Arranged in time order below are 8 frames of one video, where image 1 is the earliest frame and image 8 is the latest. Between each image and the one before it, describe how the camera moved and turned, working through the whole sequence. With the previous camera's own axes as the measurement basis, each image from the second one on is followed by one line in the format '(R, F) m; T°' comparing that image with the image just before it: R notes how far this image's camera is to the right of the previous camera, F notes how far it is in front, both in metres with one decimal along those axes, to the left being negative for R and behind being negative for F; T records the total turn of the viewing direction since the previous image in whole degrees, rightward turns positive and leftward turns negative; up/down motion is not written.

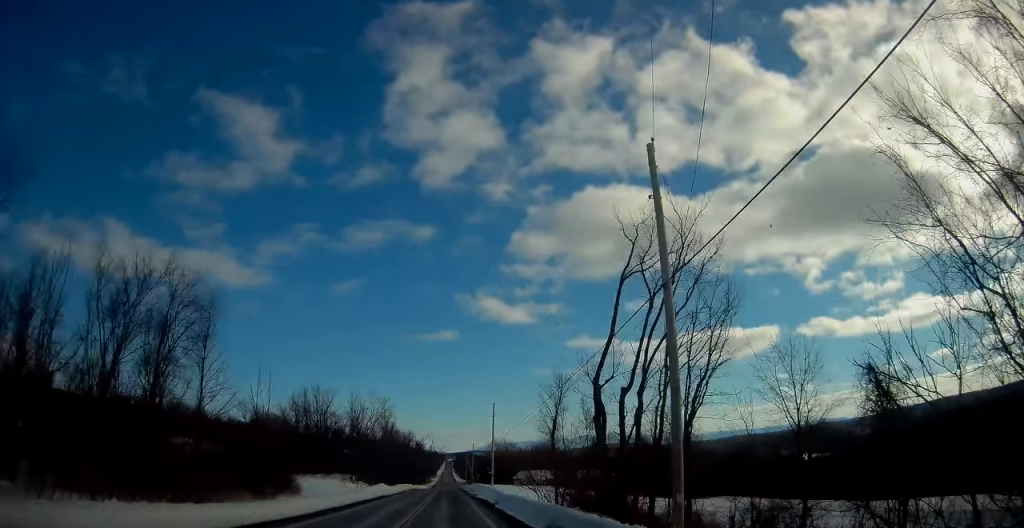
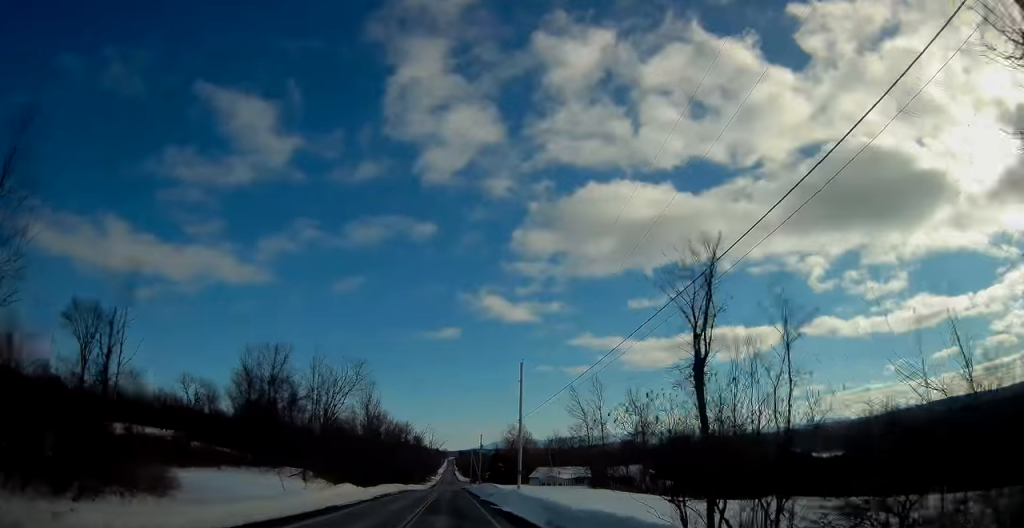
(0.0, +25.6) m; 0°
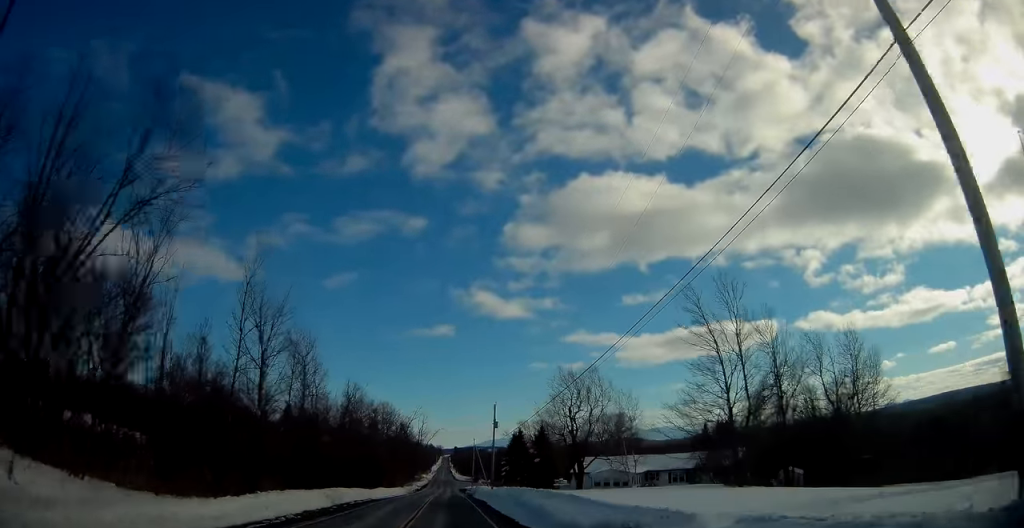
(+0.1, +43.1) m; 0°
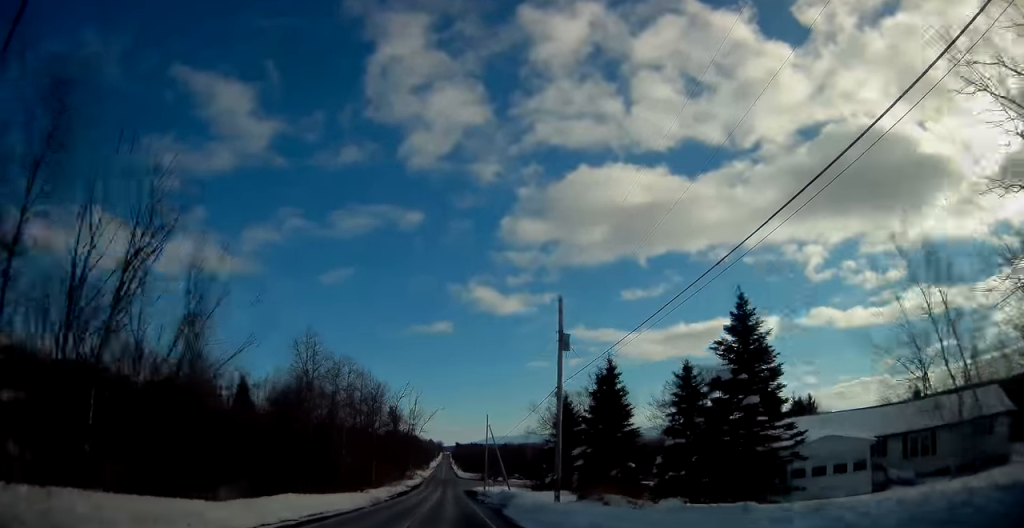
(0.0, +40.6) m; 0°
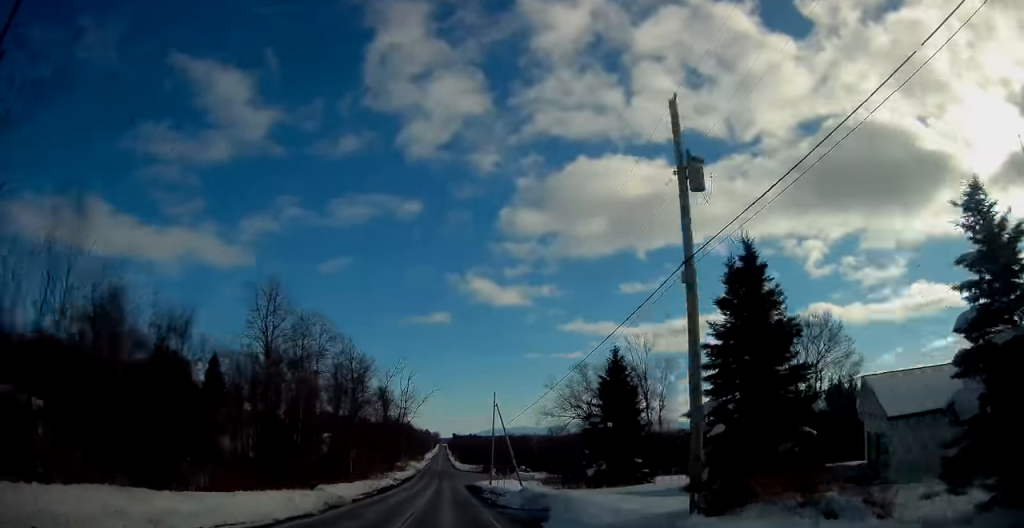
(0.0, +16.5) m; 0°
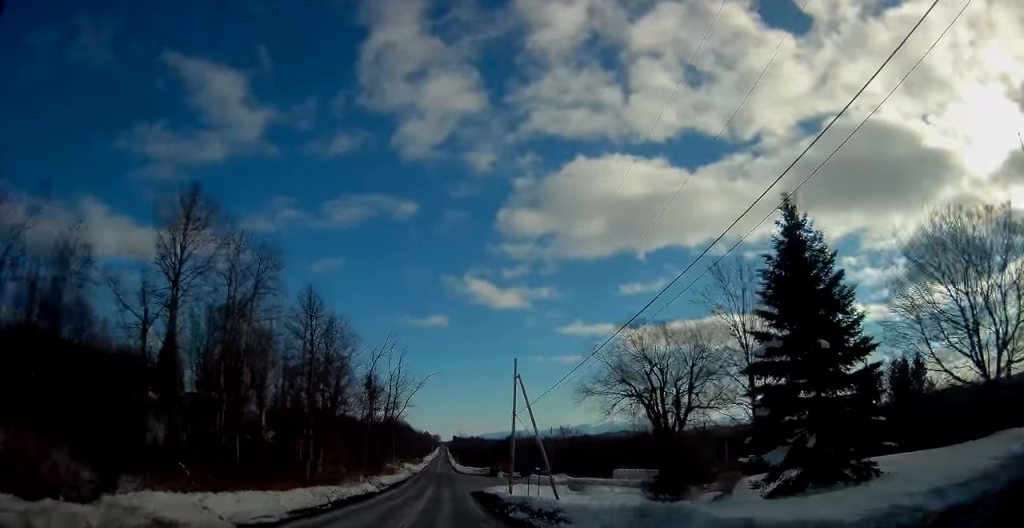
(+0.1, +21.1) m; 0°
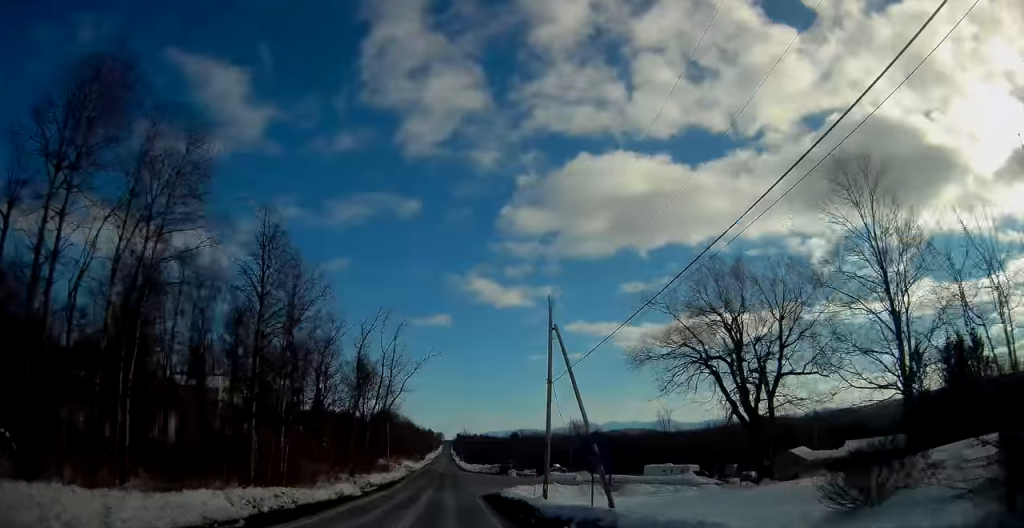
(+0.2, +14.6) m; 0°
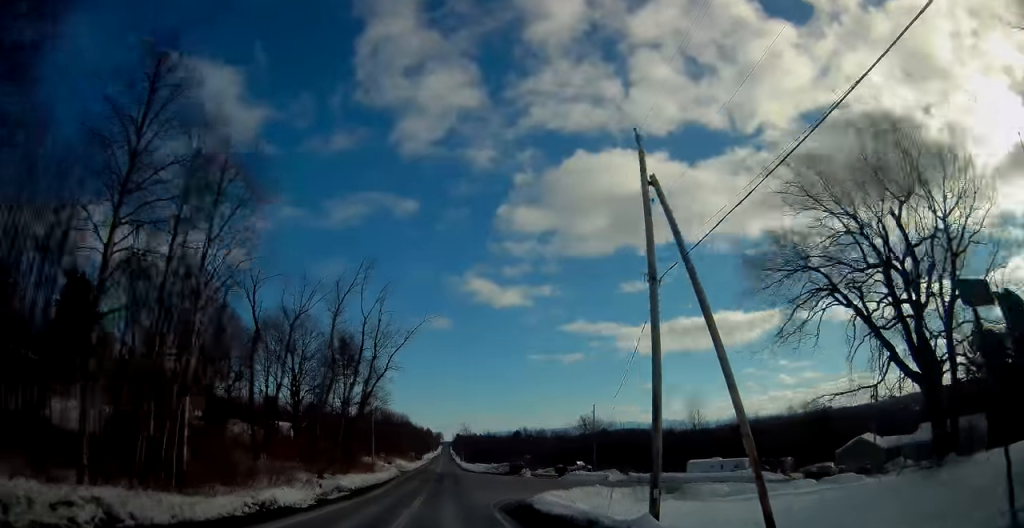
(-0.1, +16.3) m; 0°
